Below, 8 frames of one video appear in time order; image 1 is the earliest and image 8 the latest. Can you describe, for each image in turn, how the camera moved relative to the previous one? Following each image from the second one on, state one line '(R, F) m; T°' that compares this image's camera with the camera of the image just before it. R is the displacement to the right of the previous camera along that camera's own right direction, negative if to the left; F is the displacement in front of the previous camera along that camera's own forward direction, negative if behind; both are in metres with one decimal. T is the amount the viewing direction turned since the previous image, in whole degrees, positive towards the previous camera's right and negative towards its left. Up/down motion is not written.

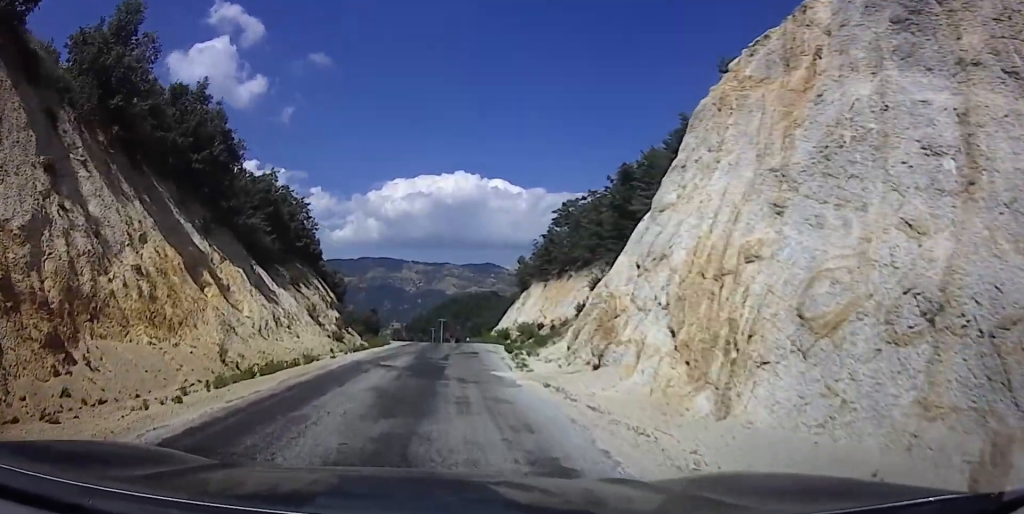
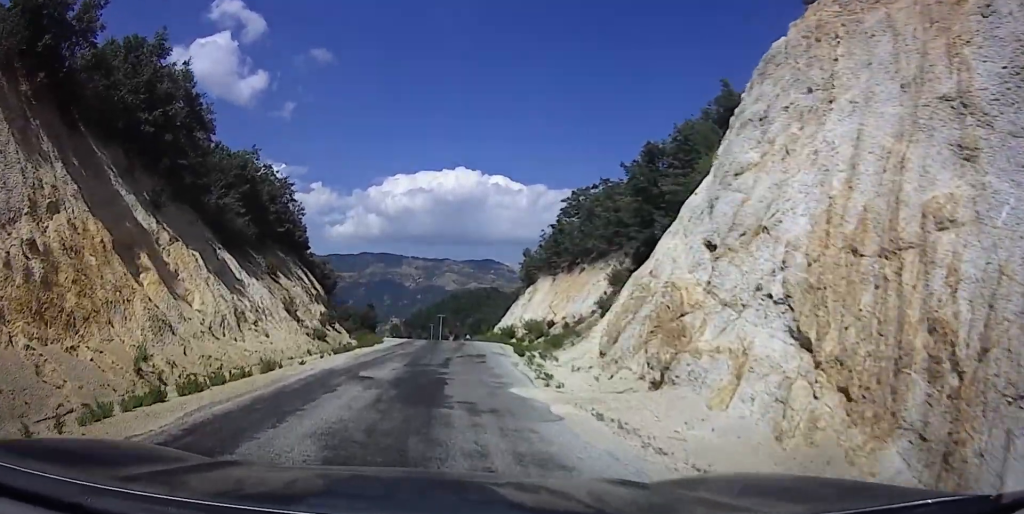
(-0.1, +4.5) m; +1°
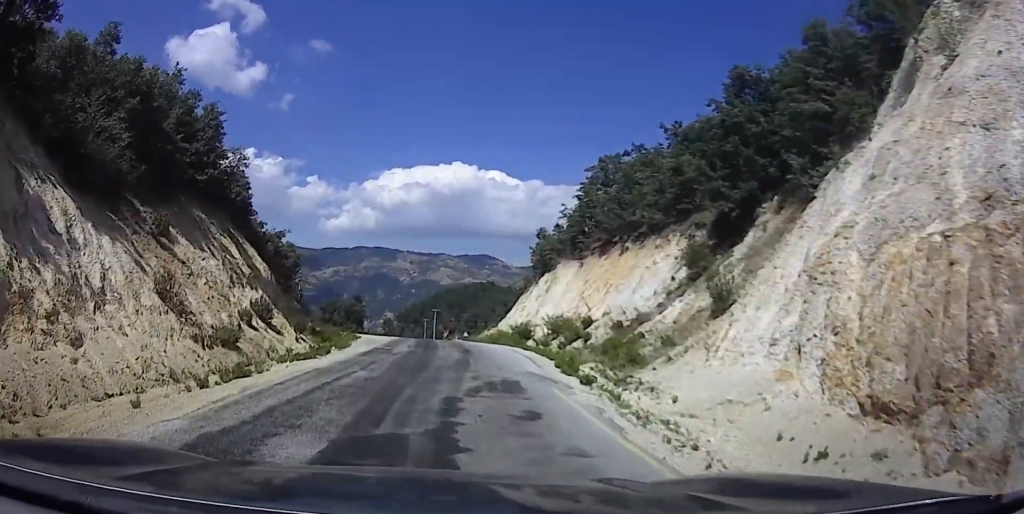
(+1.2, +11.4) m; +5°
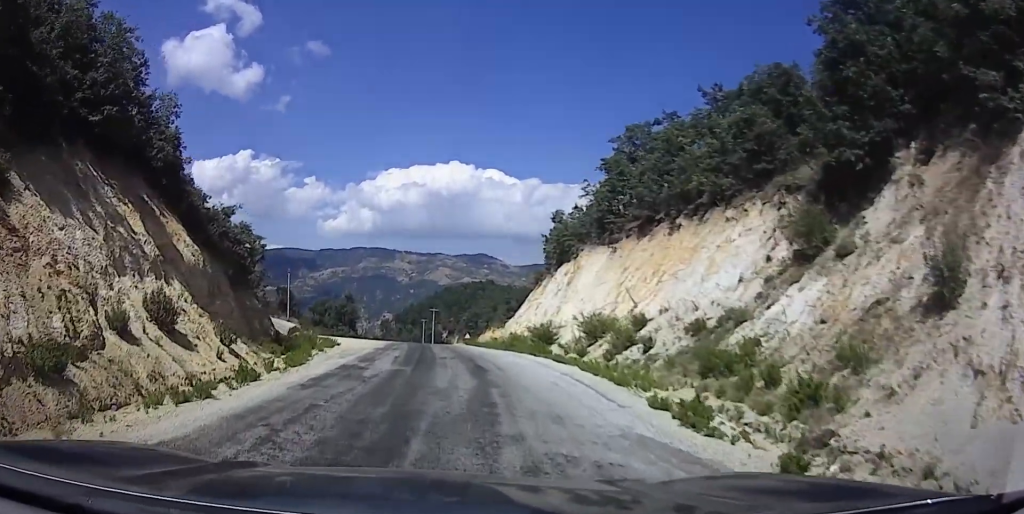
(-0.1, +7.8) m; 0°
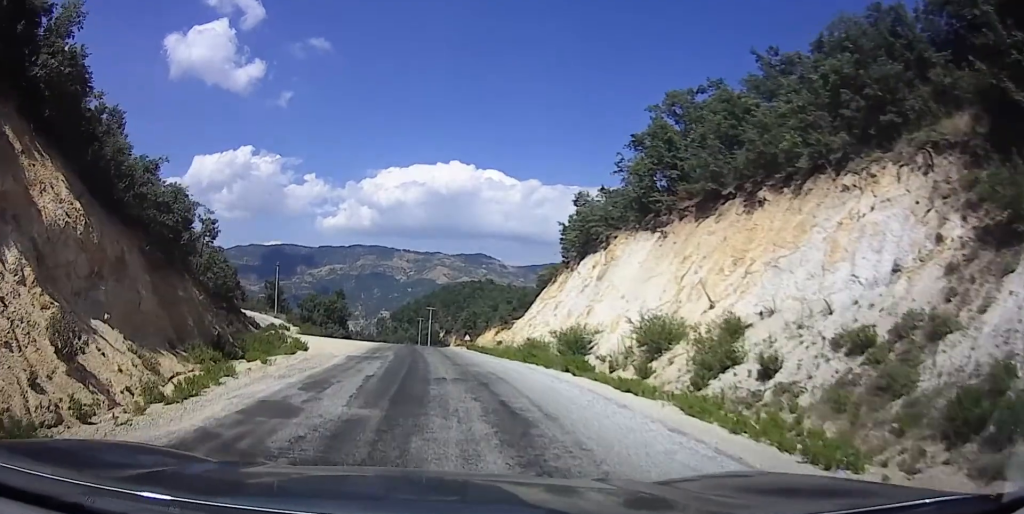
(+0.3, +7.2) m; 0°
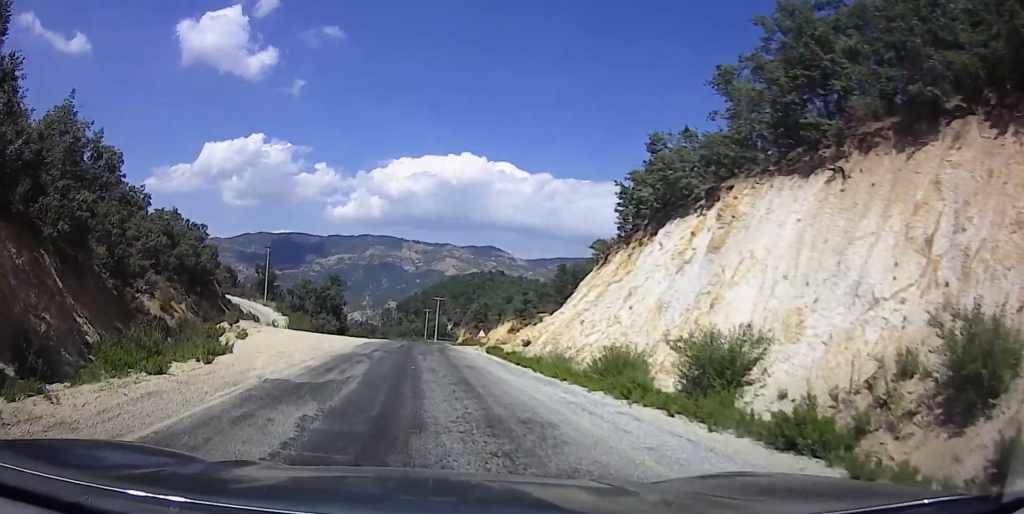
(-0.2, +11.3) m; 0°
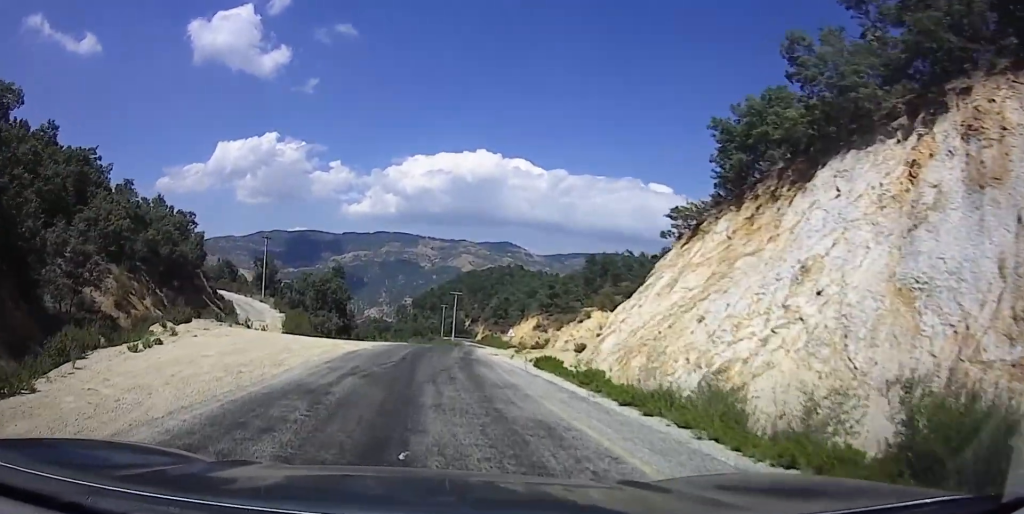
(-0.2, +10.0) m; -4°
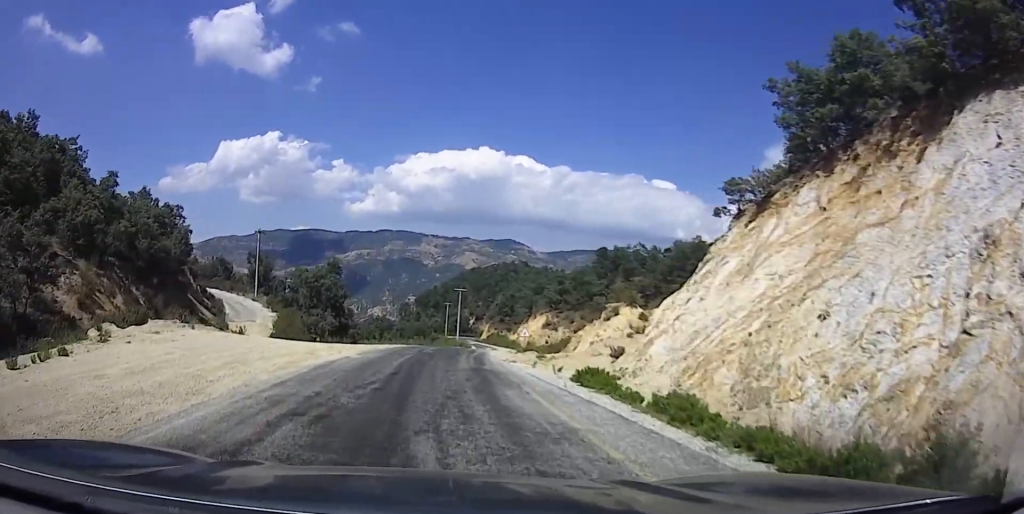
(-0.2, +5.1) m; -2°
